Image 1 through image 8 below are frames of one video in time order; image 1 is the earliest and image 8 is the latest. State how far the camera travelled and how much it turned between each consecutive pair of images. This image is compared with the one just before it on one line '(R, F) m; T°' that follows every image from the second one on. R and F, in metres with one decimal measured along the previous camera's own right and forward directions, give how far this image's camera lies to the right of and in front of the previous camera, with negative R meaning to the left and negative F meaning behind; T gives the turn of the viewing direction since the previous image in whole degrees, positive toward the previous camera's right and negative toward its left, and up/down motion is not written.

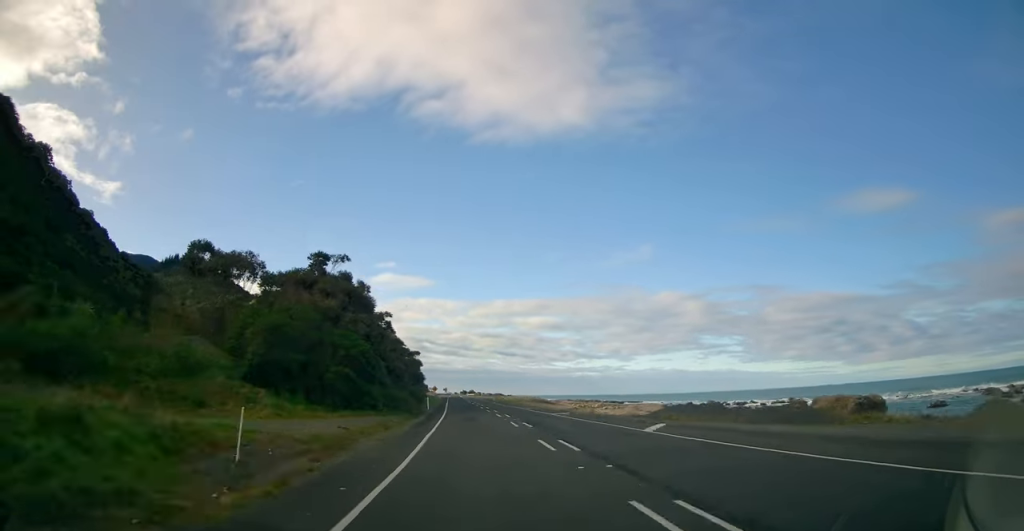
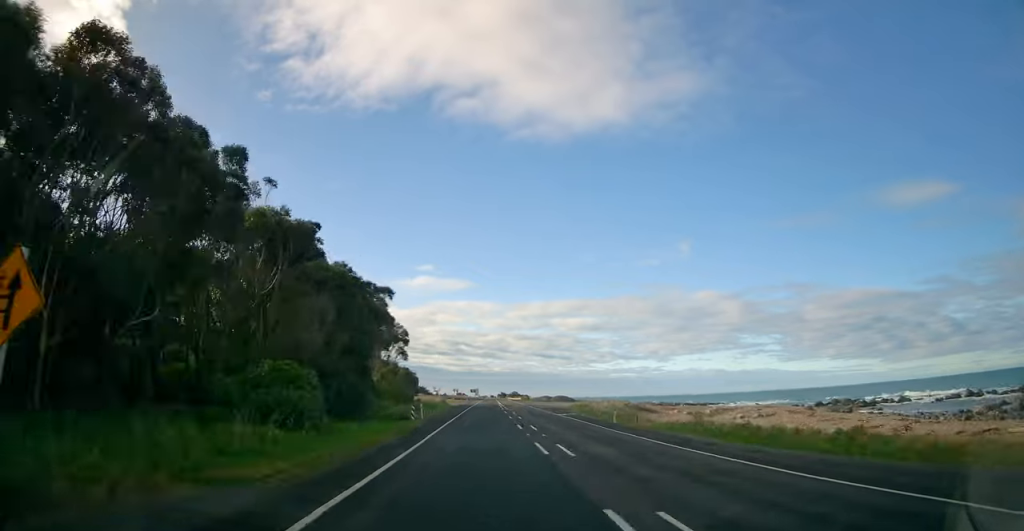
(-5.5, +90.9) m; -4°
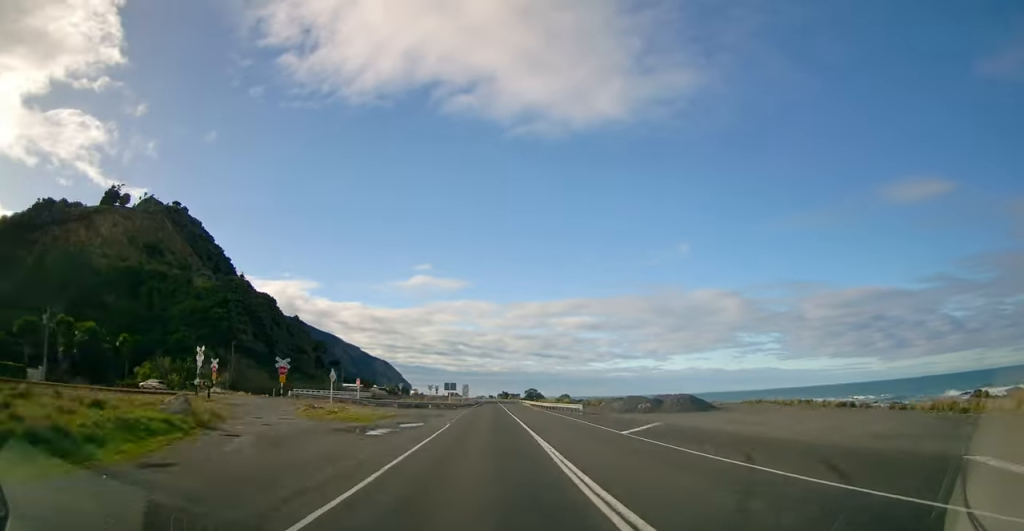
(+0.1, +83.3) m; 0°
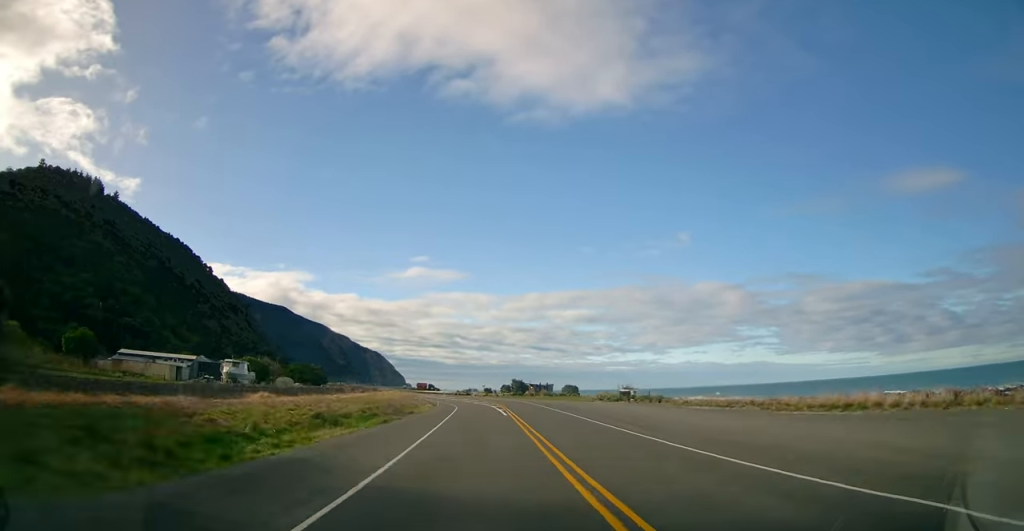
(0.0, +153.3) m; -4°
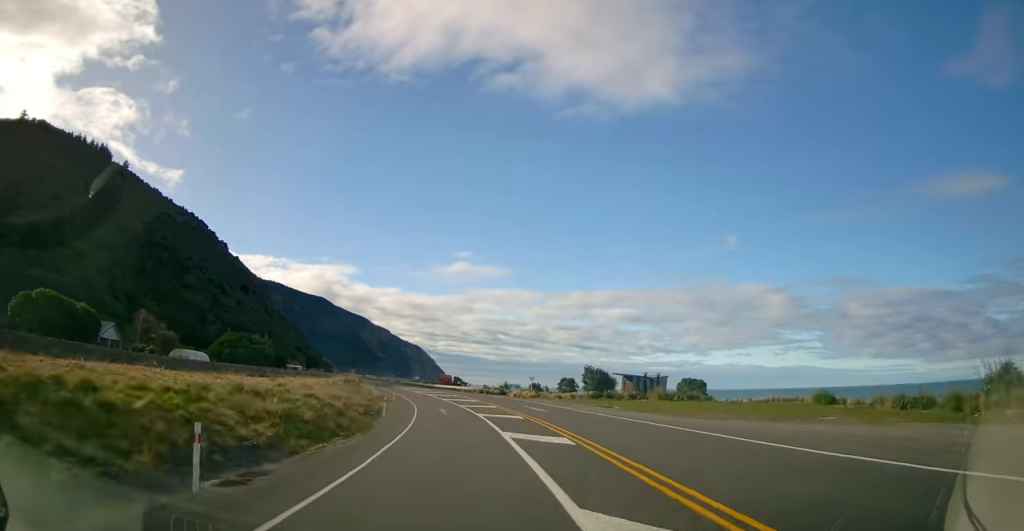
(-4.5, +59.4) m; -5°
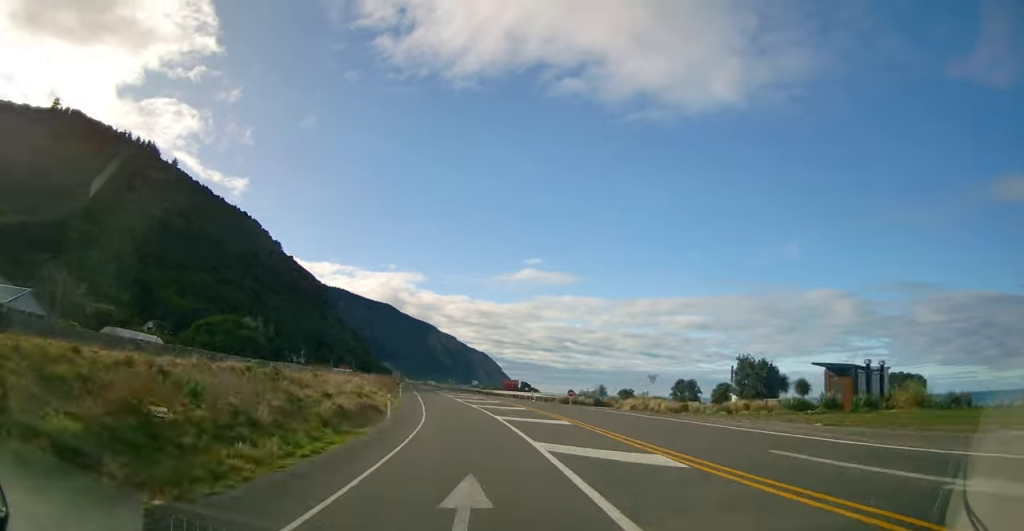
(-0.9, +28.7) m; -2°
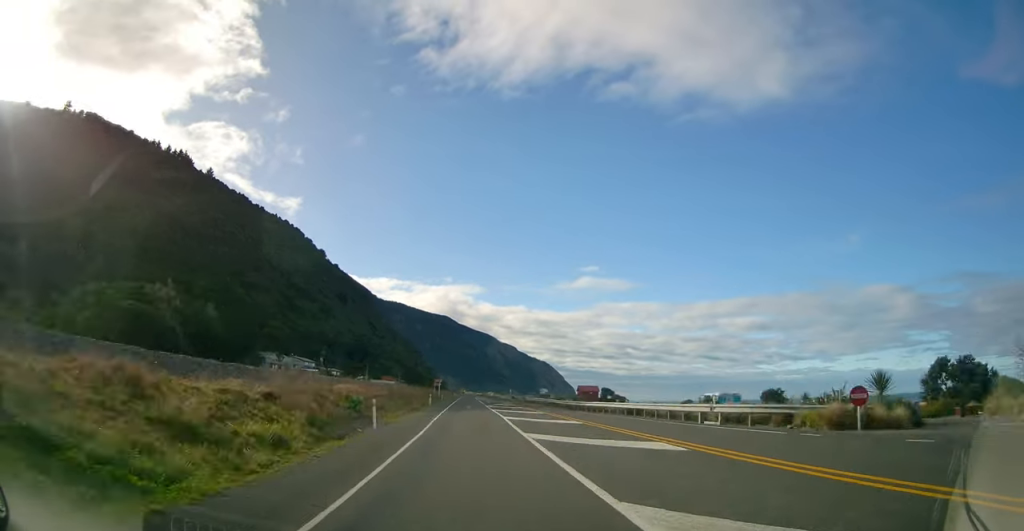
(+0.2, +33.0) m; -2°
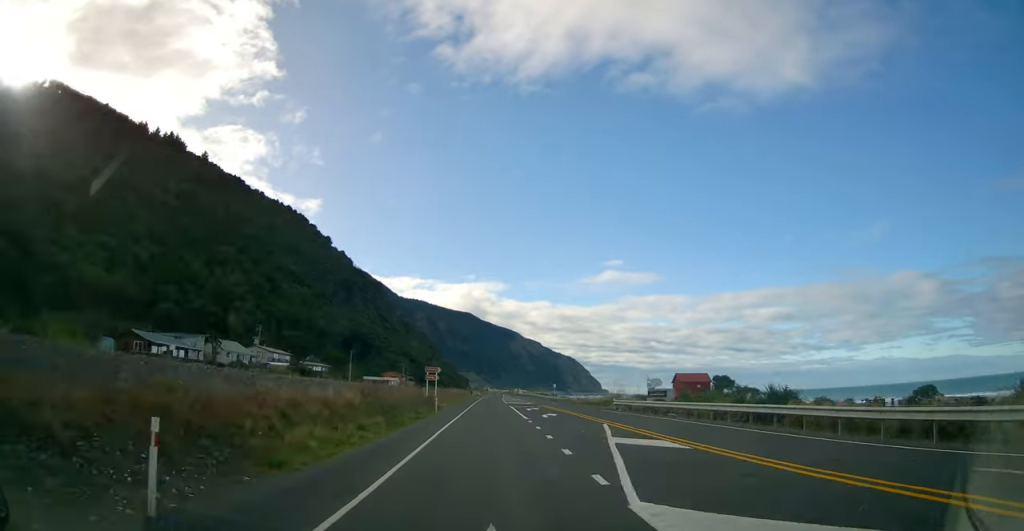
(-1.0, +46.0) m; -3°
